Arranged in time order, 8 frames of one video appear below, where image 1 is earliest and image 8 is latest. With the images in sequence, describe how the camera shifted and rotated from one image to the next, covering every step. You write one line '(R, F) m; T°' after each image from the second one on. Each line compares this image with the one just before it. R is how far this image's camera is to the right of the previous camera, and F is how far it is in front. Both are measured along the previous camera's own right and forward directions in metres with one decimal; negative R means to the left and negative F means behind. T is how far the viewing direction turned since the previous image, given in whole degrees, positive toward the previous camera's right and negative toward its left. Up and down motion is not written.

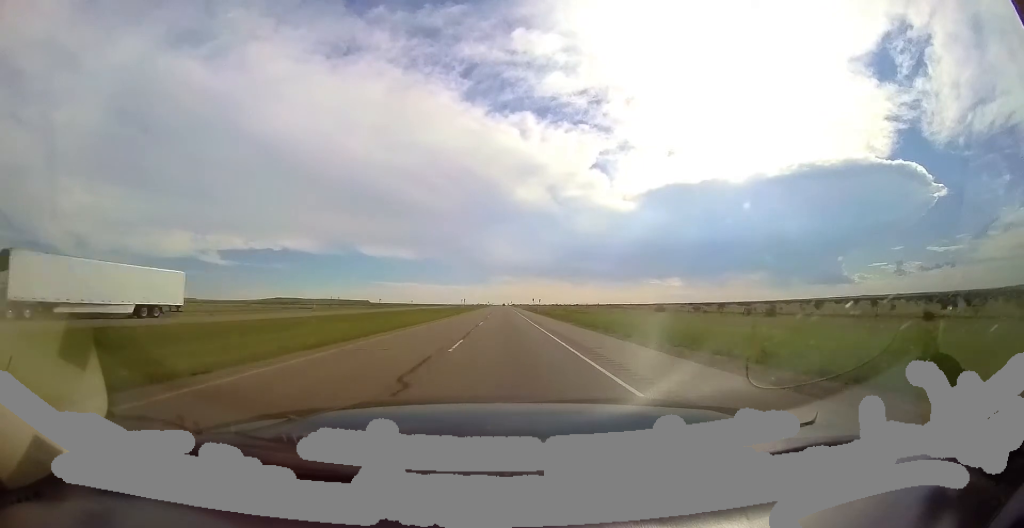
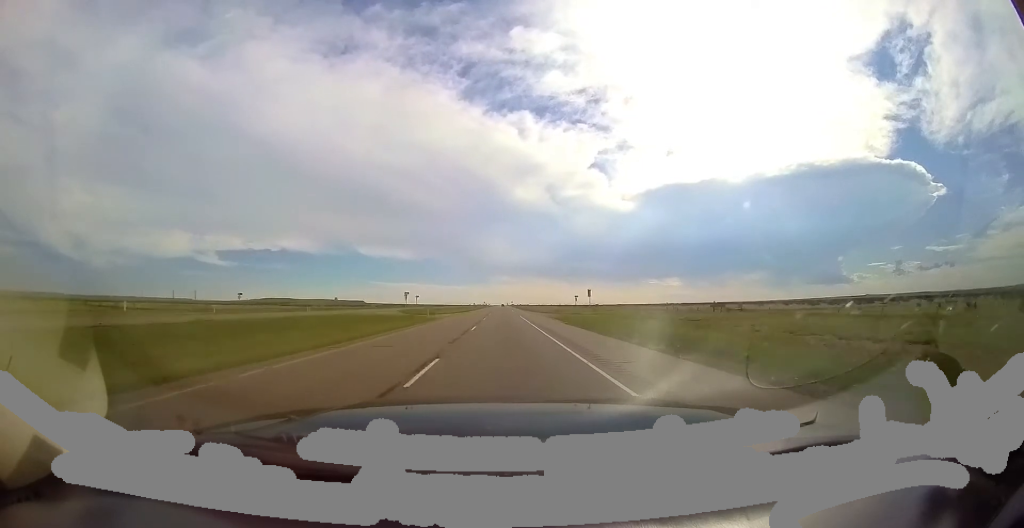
(-0.7, +64.7) m; 0°
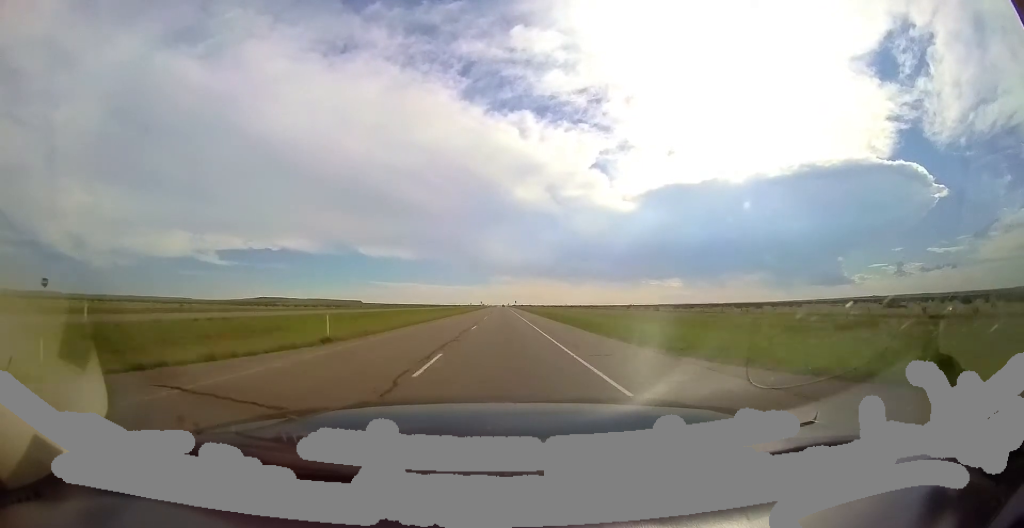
(-0.1, +59.7) m; +1°
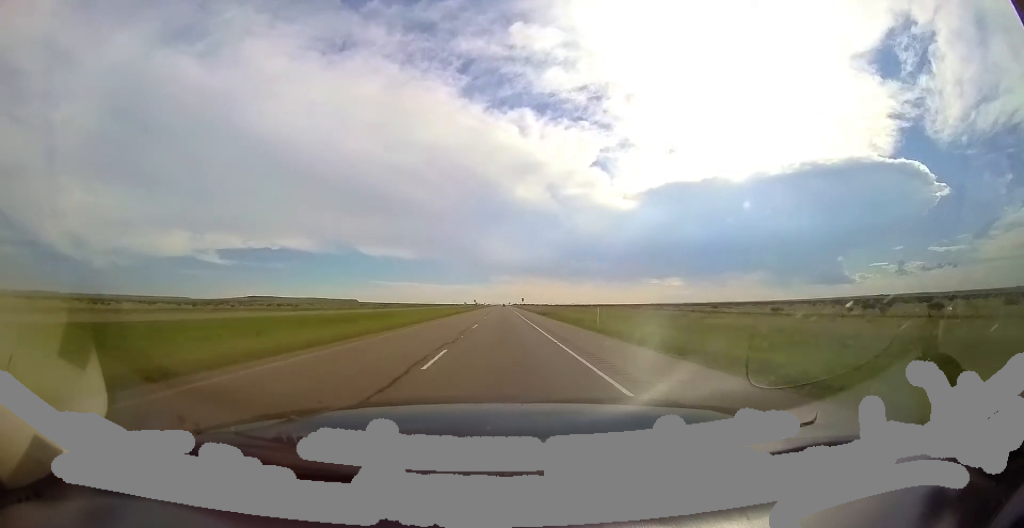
(+1.2, +71.6) m; 0°
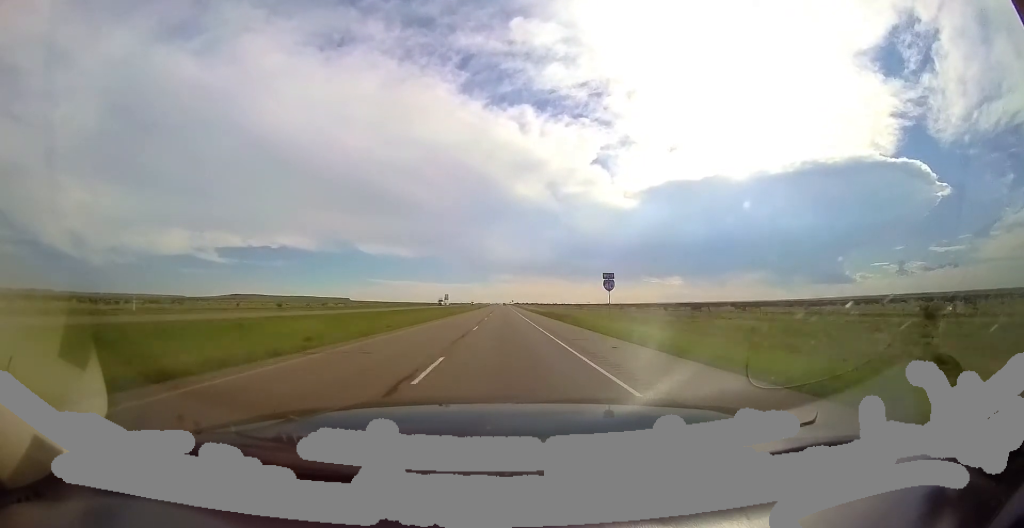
(-1.6, +110.1) m; -1°
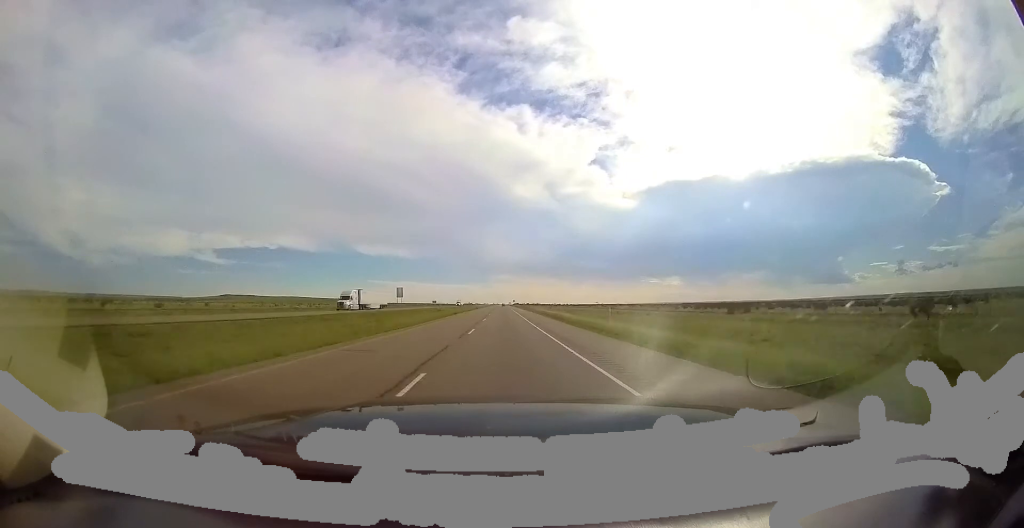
(0.0, +50.4) m; 0°
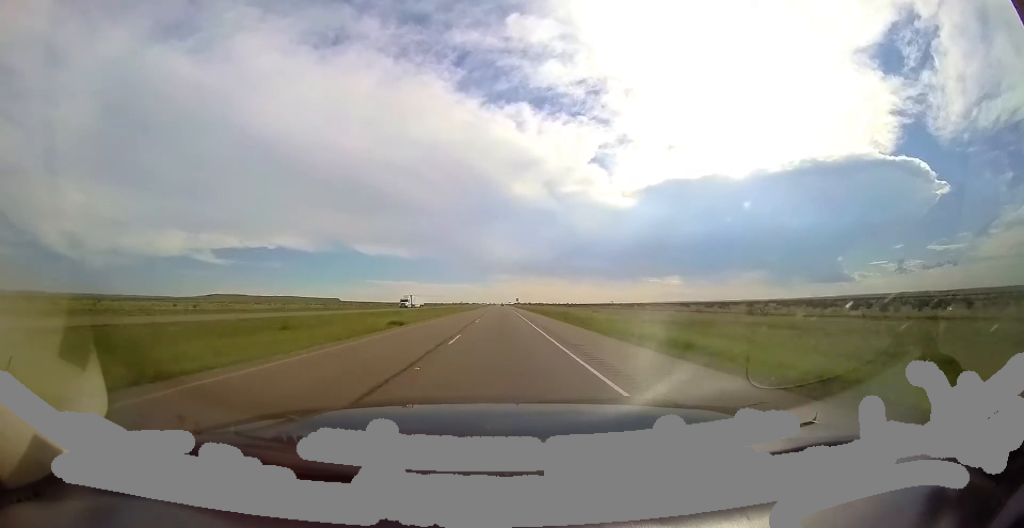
(+0.4, +64.8) m; 0°
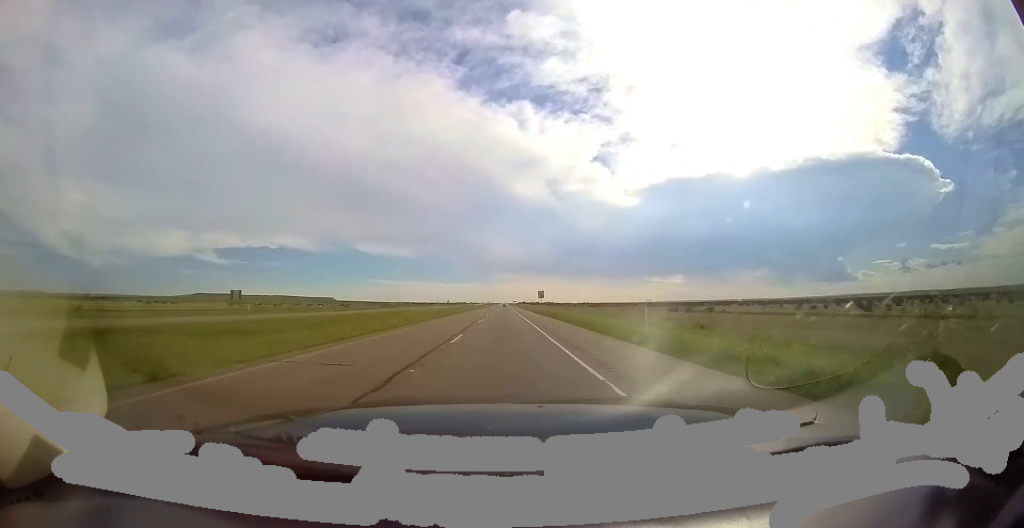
(-0.5, +96.1) m; 0°
